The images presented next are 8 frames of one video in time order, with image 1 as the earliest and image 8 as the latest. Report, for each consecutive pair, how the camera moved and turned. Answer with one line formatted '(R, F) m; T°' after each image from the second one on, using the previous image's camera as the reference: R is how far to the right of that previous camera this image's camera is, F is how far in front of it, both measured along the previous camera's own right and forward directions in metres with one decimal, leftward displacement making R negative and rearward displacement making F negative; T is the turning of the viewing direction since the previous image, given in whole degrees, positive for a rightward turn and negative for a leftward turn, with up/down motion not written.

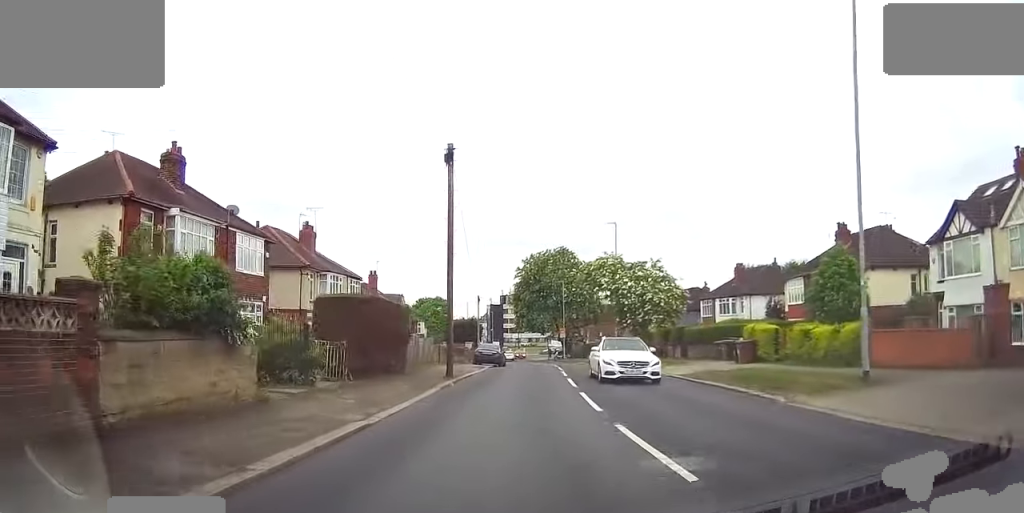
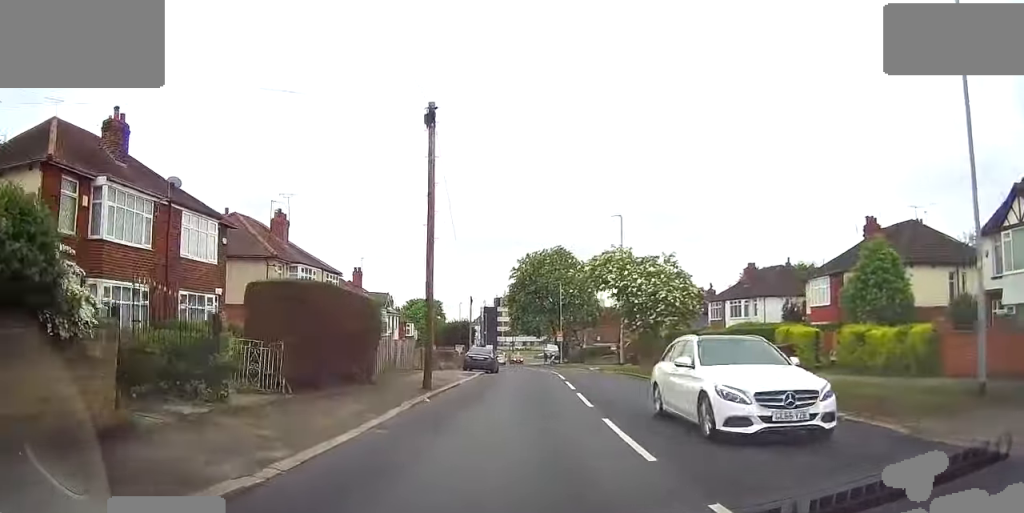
(-0.2, +4.6) m; 0°
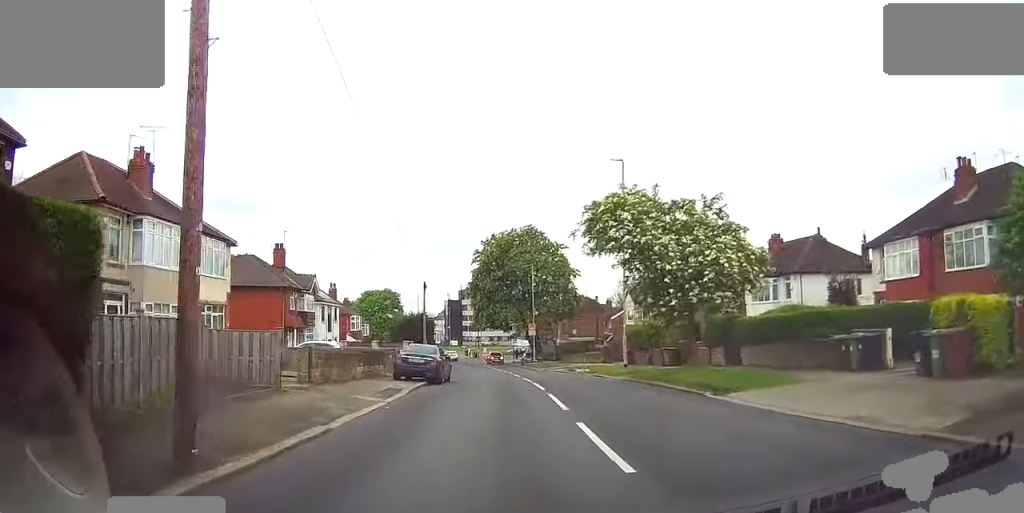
(+0.2, +12.7) m; +2°
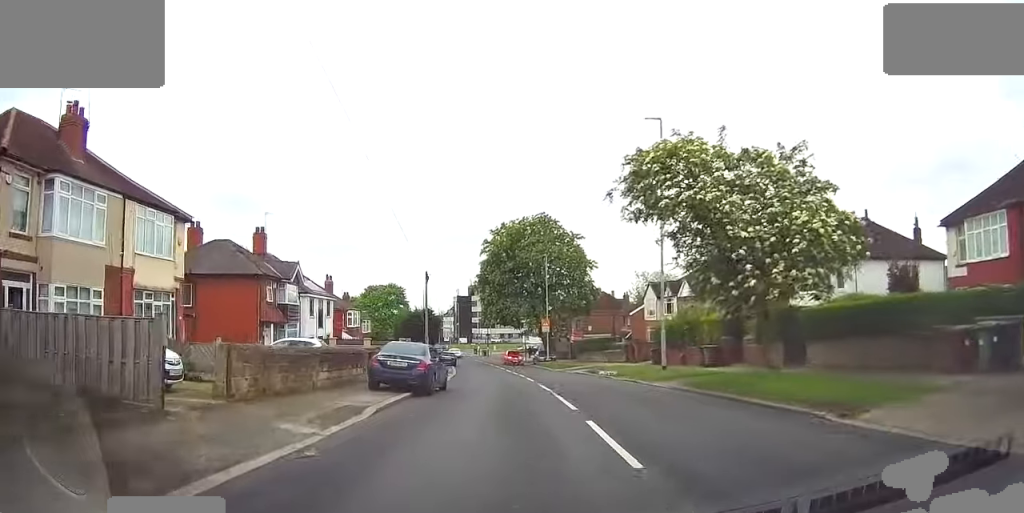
(0.0, +5.7) m; -2°
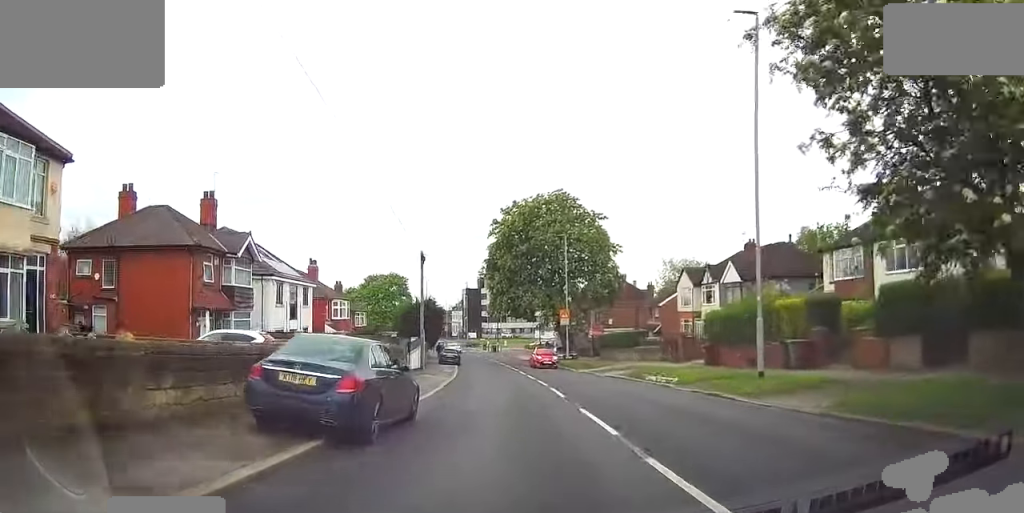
(-0.2, +8.8) m; 0°
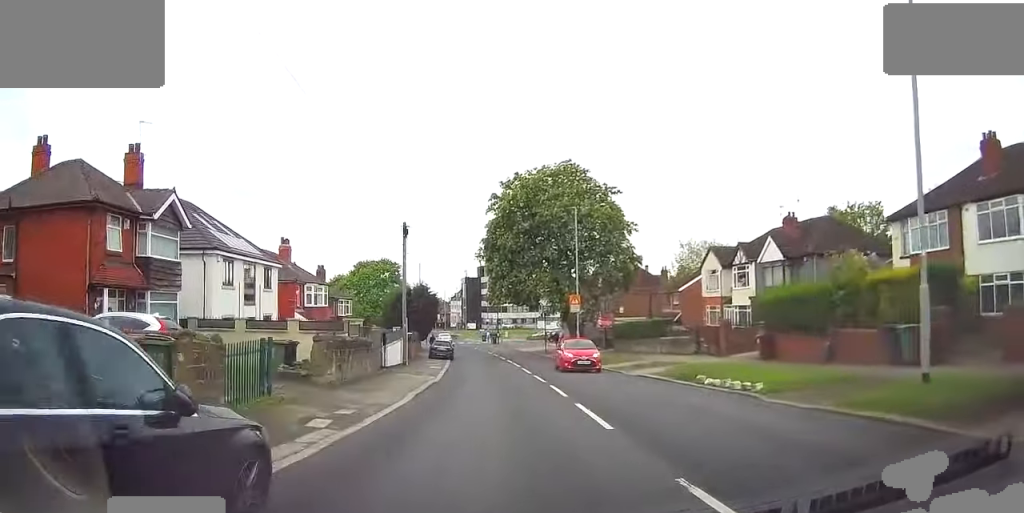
(+0.2, +7.6) m; +1°
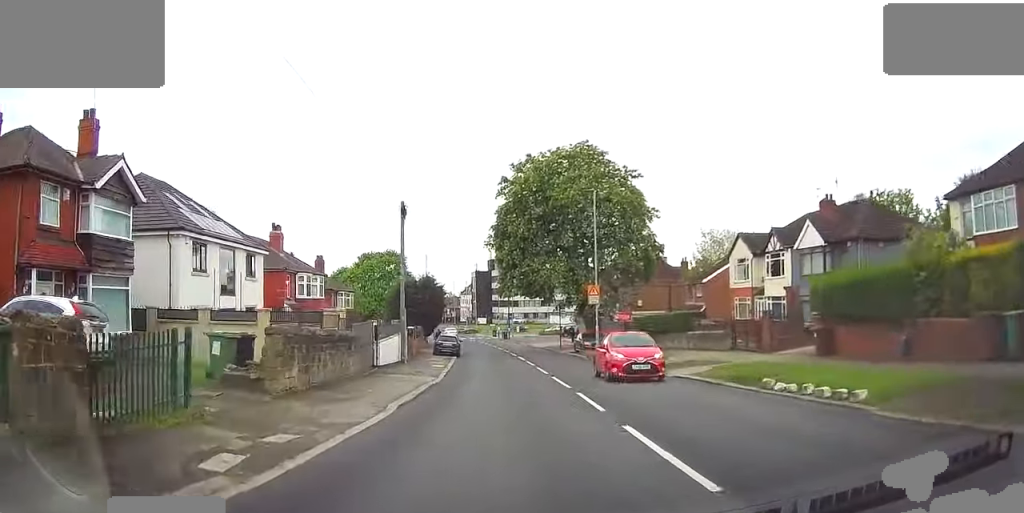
(0.0, +4.3) m; 0°
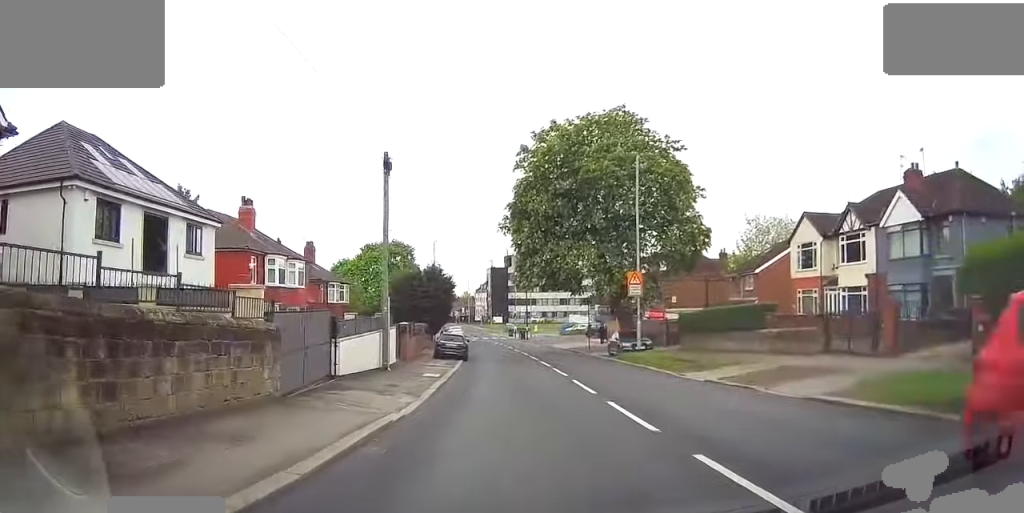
(-0.1, +8.4) m; -2°
